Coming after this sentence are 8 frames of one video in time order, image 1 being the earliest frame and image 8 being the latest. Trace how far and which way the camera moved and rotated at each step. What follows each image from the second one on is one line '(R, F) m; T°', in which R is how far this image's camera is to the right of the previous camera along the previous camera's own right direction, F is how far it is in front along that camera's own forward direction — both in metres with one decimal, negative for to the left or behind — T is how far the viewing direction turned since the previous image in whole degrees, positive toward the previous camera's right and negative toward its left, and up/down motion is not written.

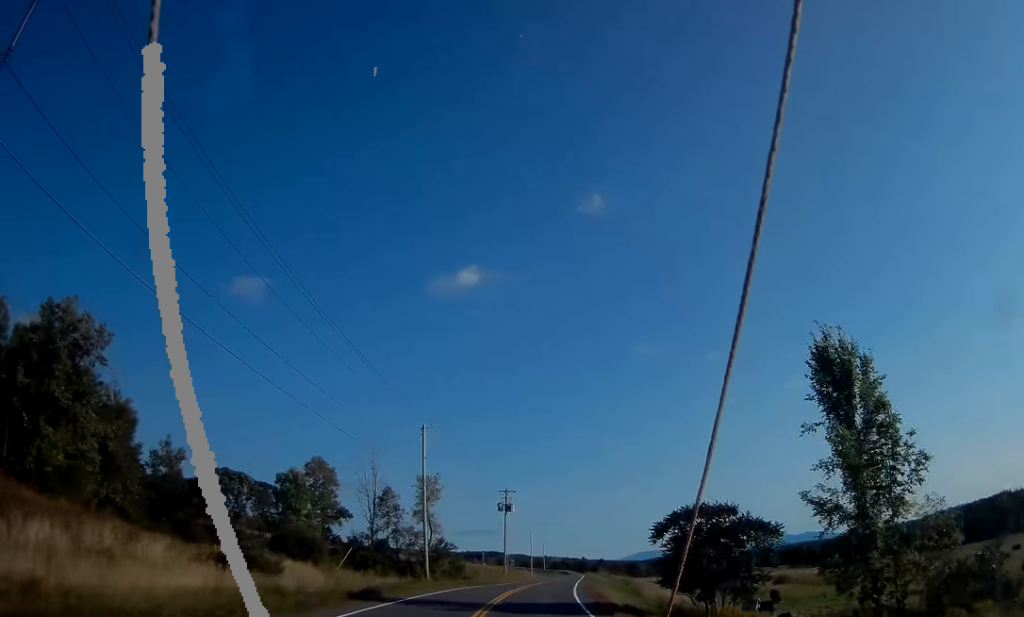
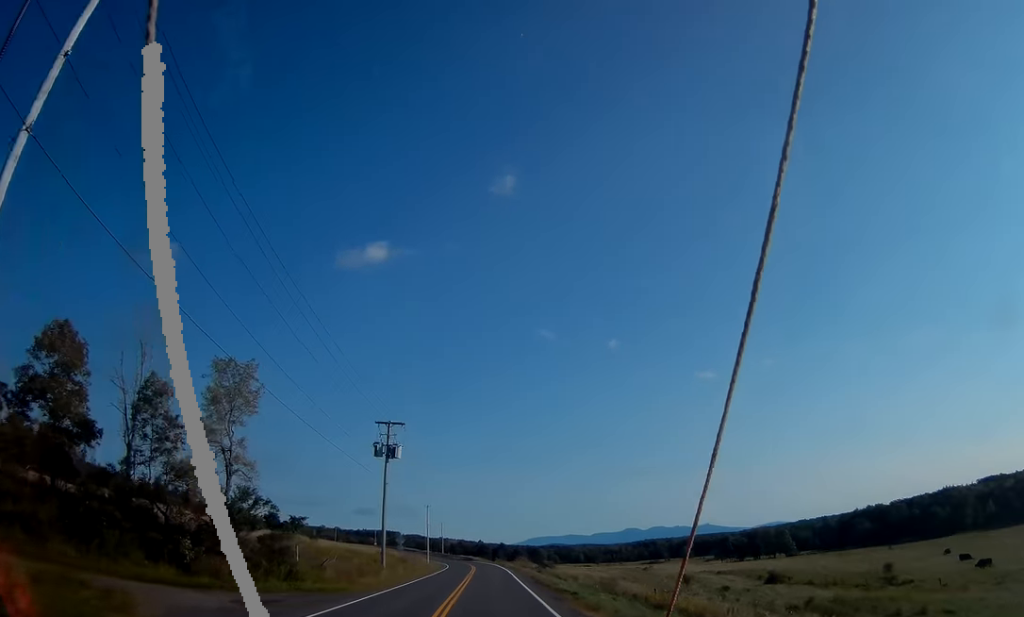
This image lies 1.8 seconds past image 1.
(+3.0, +36.8) m; +8°
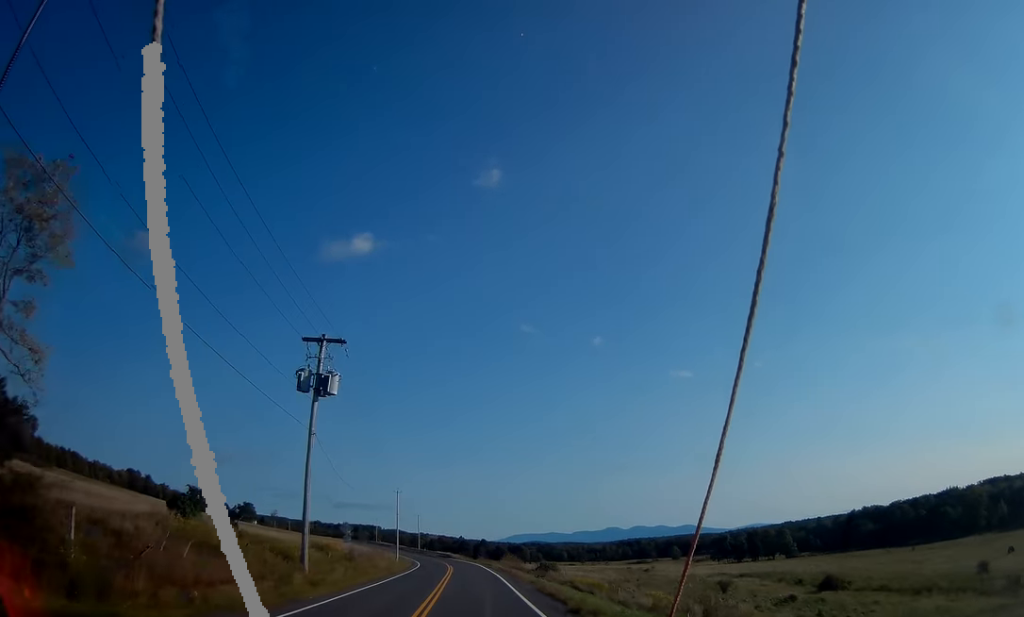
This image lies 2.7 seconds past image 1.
(+0.6, +20.0) m; +2°
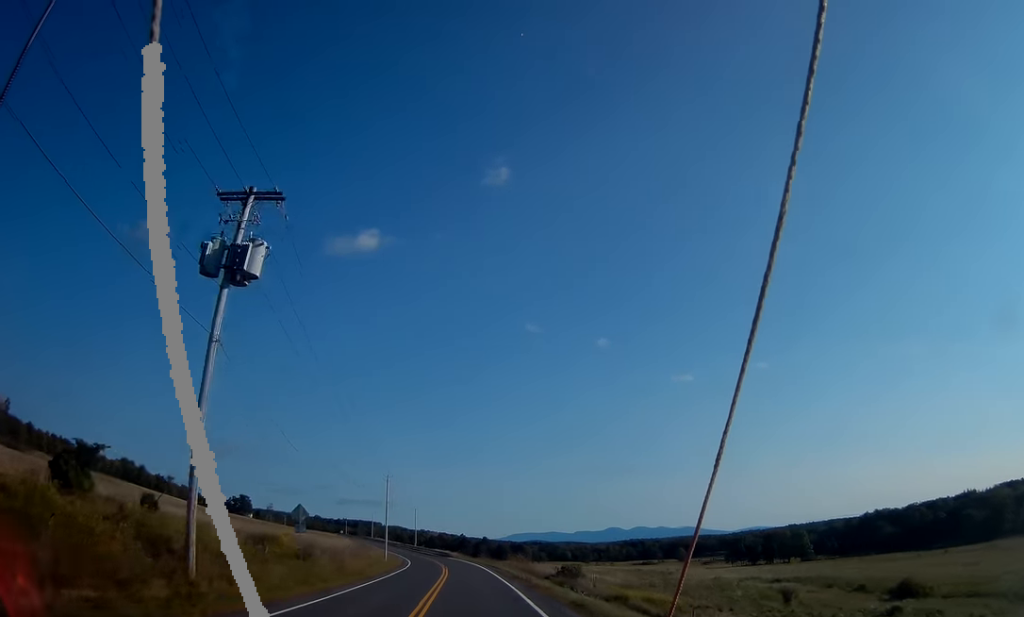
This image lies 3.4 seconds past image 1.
(0.0, +14.4) m; +1°
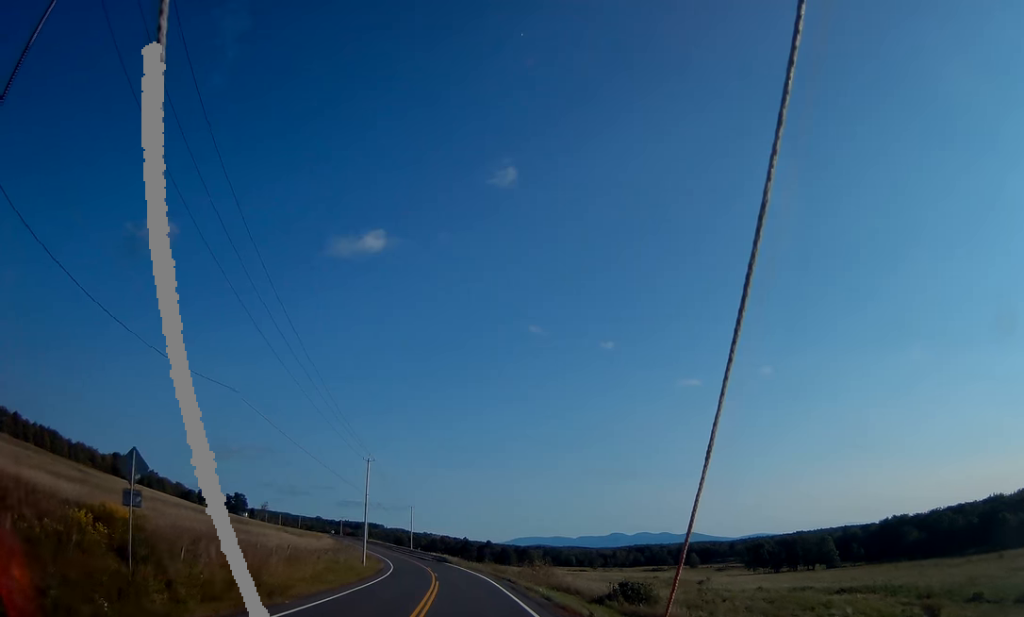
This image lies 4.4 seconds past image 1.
(+0.2, +19.1) m; +1°
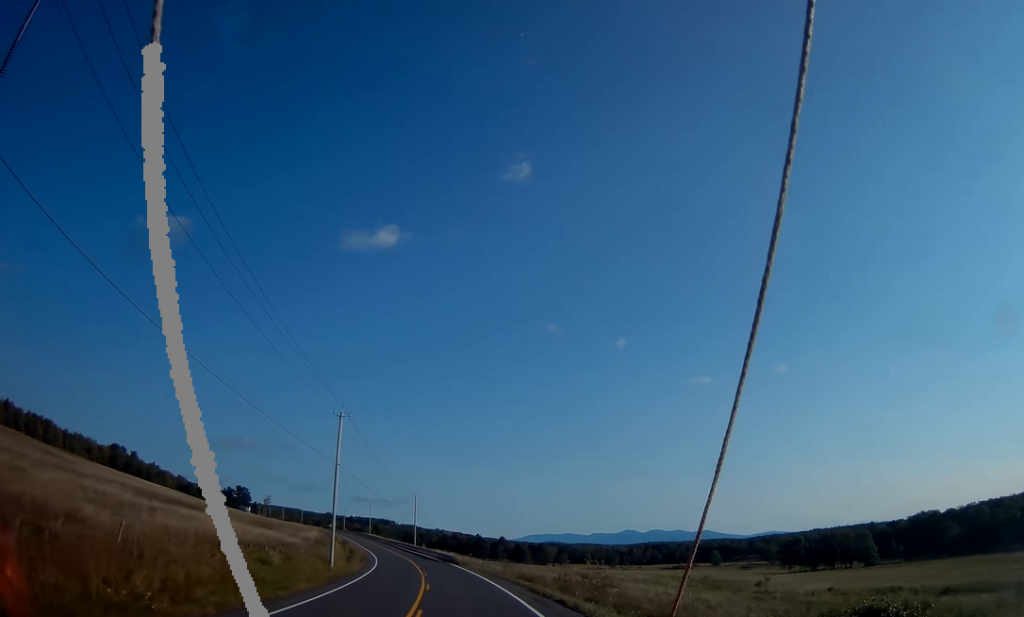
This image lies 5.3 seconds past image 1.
(+0.1, +20.1) m; -1°
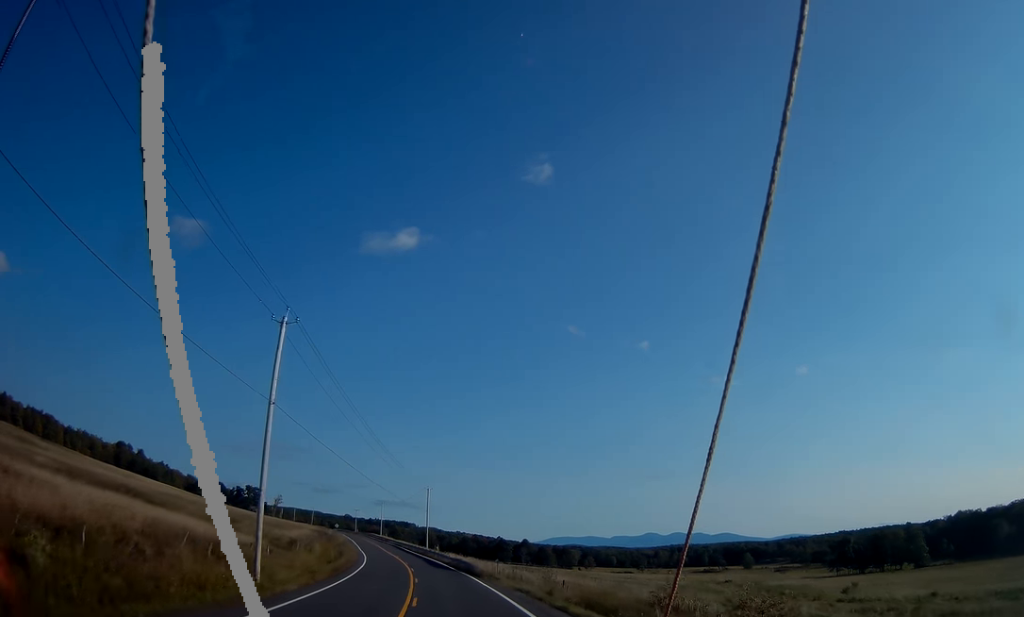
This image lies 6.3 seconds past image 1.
(-0.3, +19.5) m; -3°
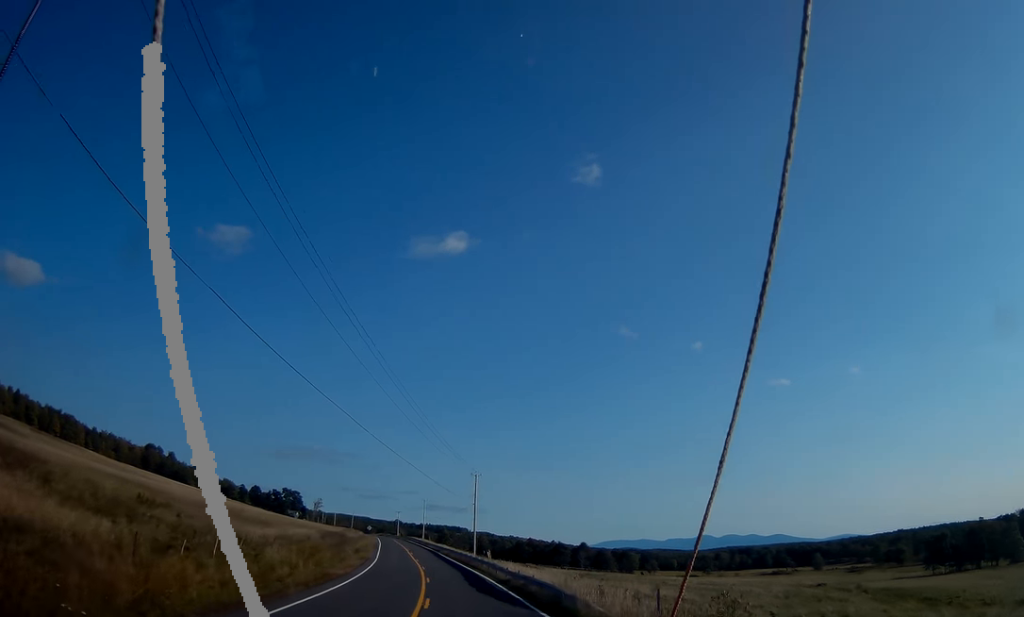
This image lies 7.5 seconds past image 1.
(-1.0, +25.3) m; -4°
